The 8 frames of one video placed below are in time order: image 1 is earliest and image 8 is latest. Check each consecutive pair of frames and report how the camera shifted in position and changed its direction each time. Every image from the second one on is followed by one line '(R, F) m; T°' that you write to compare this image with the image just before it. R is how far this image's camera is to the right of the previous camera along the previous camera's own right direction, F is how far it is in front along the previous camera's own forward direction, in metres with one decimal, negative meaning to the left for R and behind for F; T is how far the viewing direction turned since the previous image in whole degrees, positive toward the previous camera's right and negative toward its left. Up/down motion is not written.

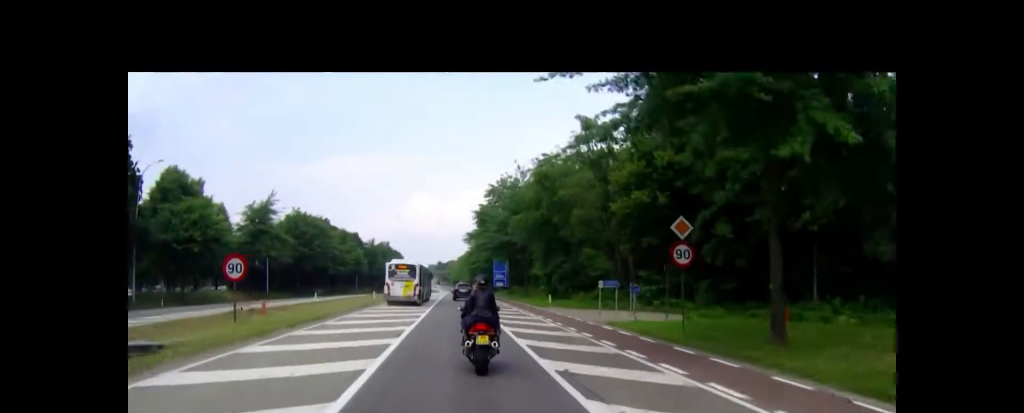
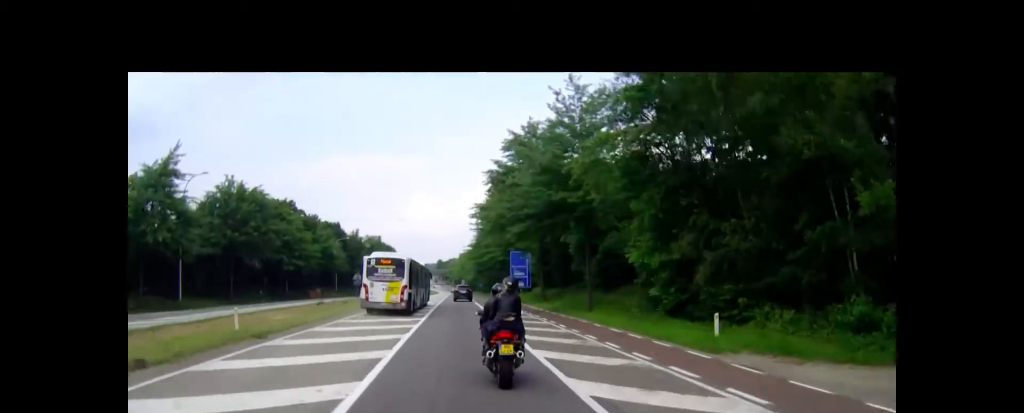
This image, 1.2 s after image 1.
(0.0, +27.3) m; 0°
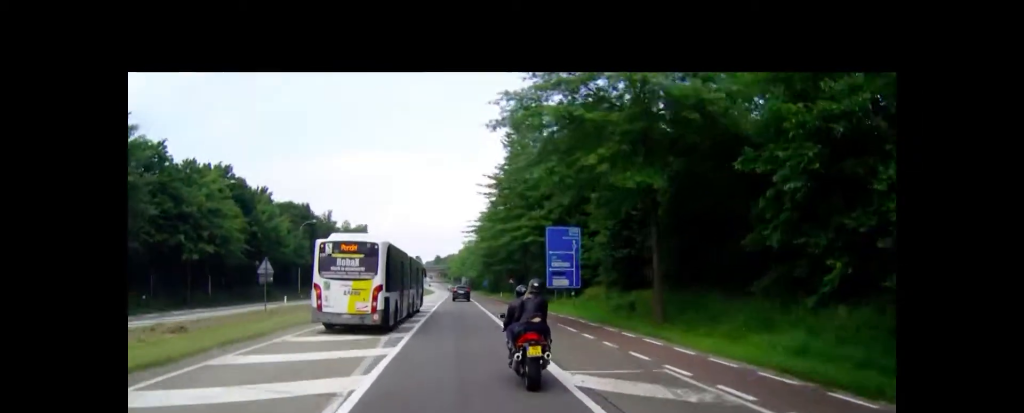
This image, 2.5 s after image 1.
(0.0, +29.2) m; 0°
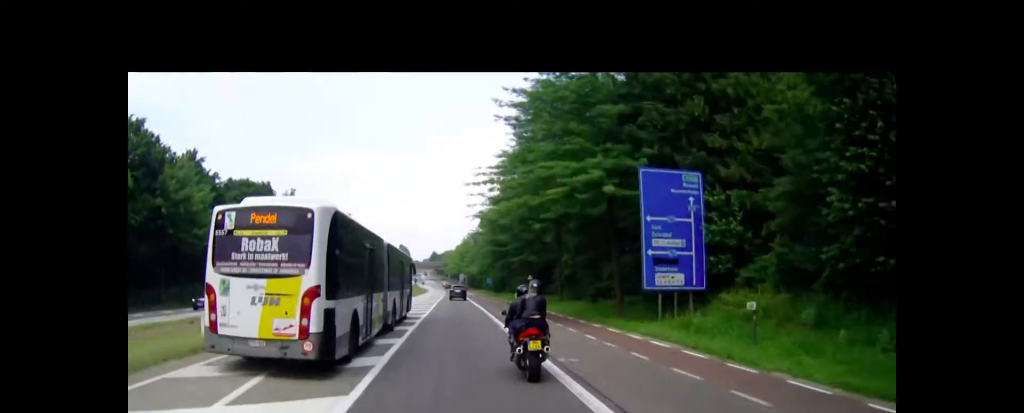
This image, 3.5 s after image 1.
(0.0, +22.6) m; 0°
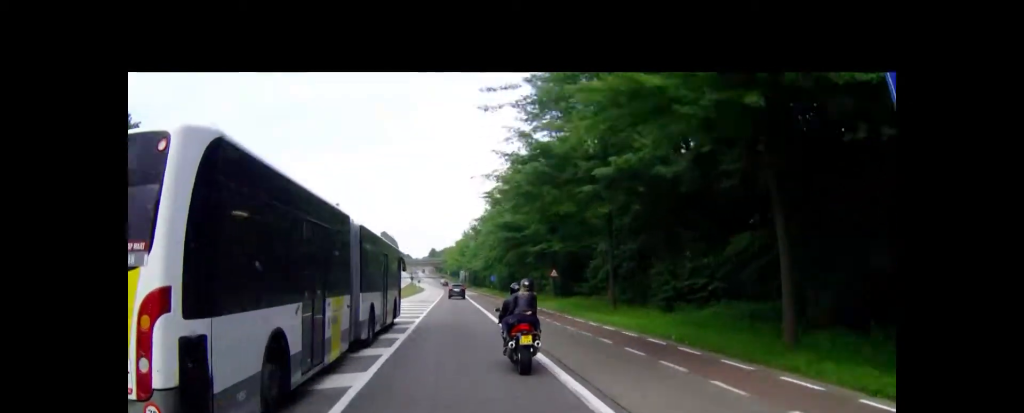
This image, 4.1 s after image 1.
(0.0, +14.5) m; 0°
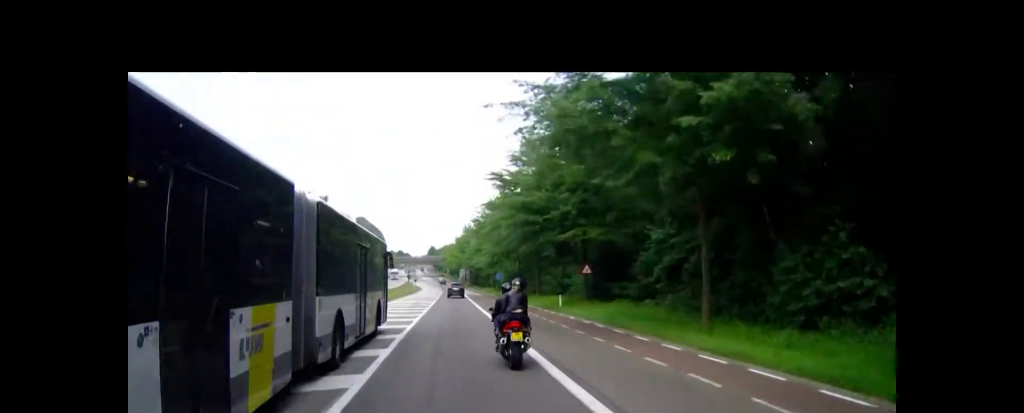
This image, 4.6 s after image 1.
(0.0, +11.7) m; 0°
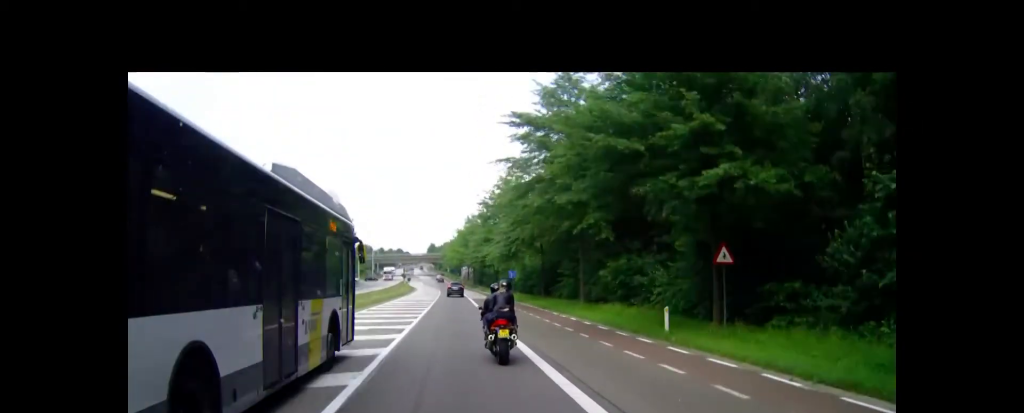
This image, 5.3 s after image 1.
(0.0, +18.7) m; 0°
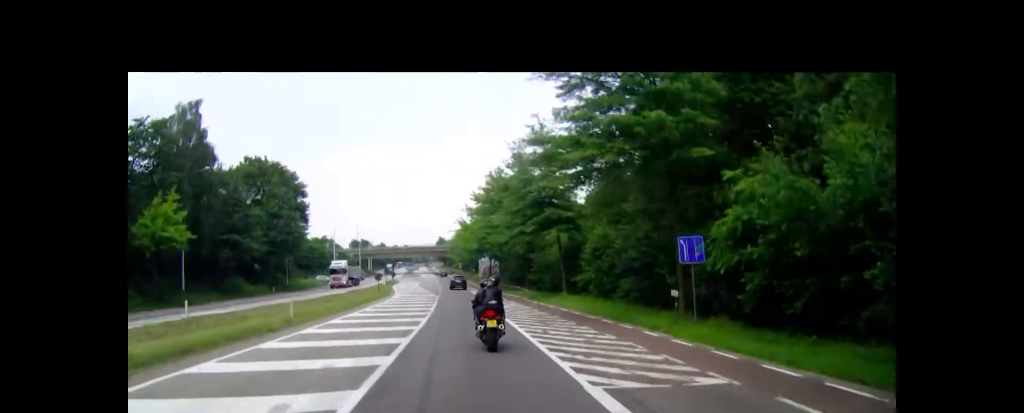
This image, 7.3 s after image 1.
(-0.3, +49.1) m; -1°
